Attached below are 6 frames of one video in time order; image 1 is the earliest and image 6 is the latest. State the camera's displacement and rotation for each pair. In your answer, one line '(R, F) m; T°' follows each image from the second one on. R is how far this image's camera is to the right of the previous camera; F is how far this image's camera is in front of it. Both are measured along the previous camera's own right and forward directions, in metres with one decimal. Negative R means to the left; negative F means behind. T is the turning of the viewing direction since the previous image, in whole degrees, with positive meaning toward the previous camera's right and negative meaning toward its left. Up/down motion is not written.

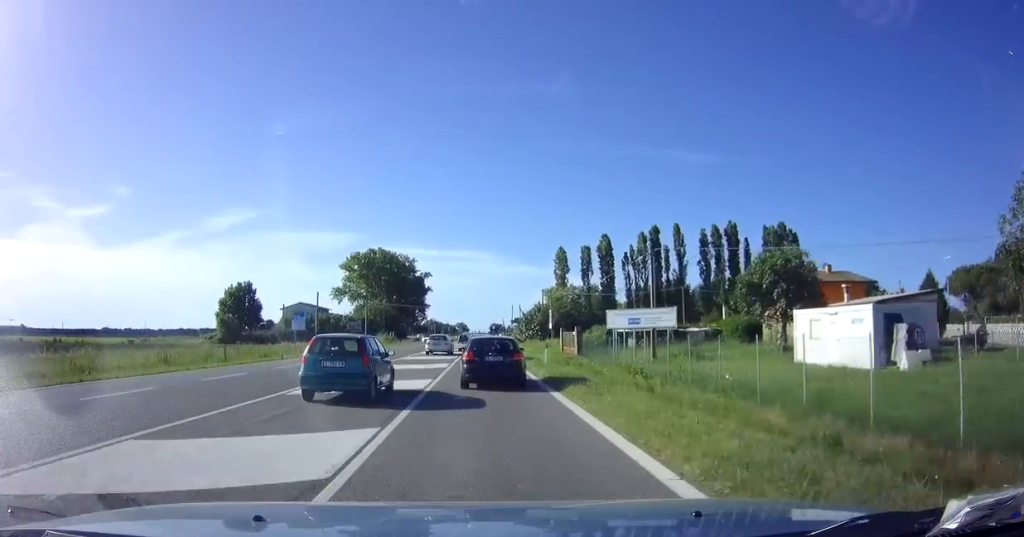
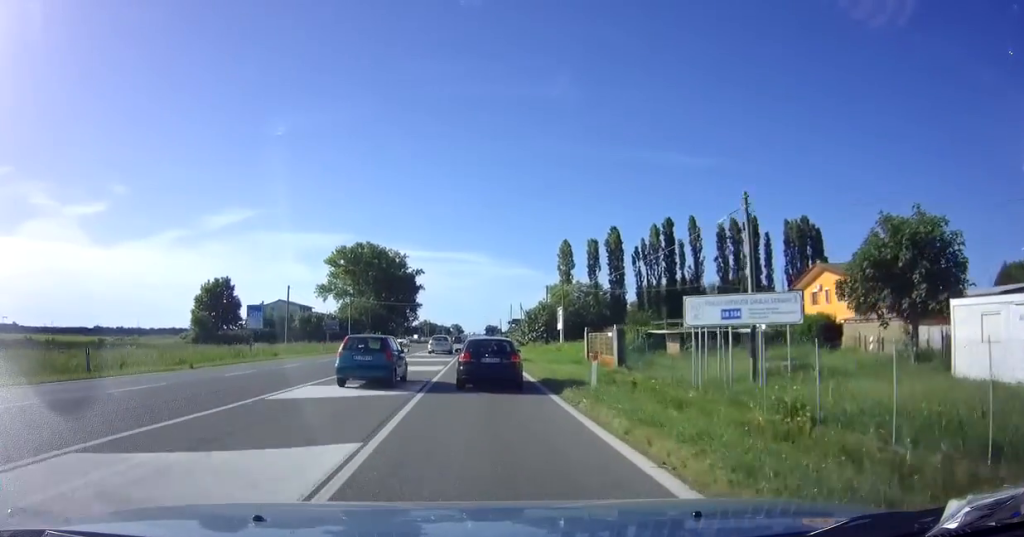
(0.0, +10.5) m; +1°
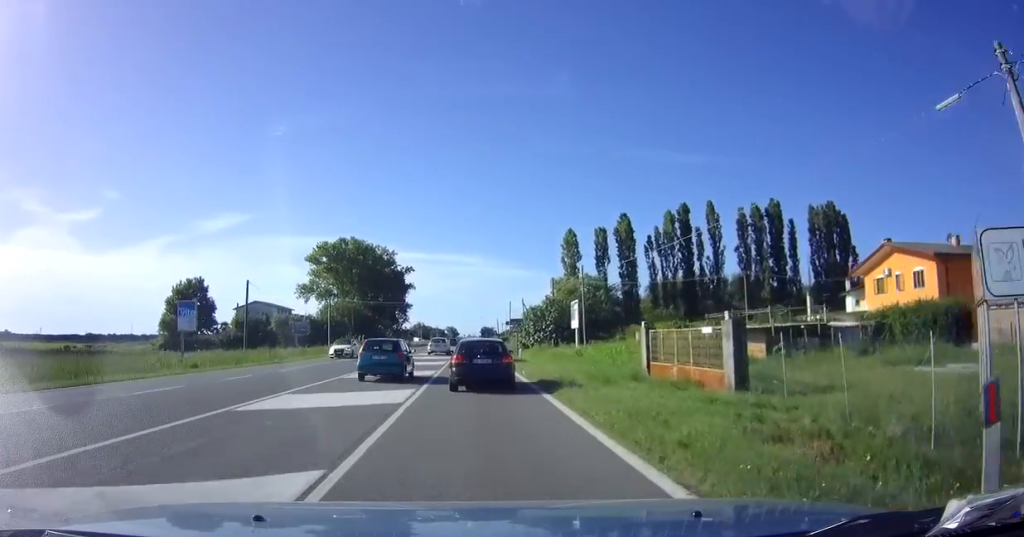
(+0.1, +11.5) m; +1°
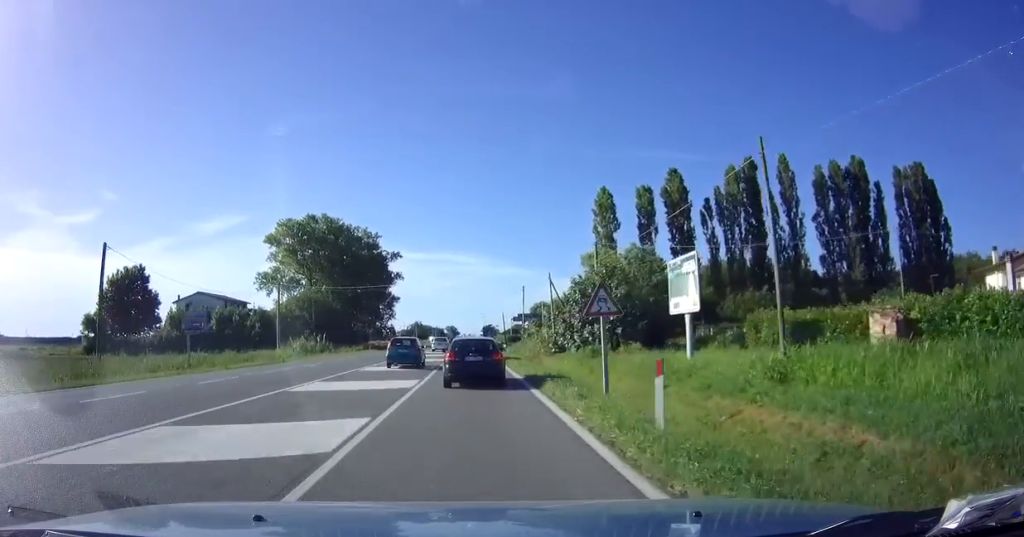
(0.0, +23.7) m; 0°
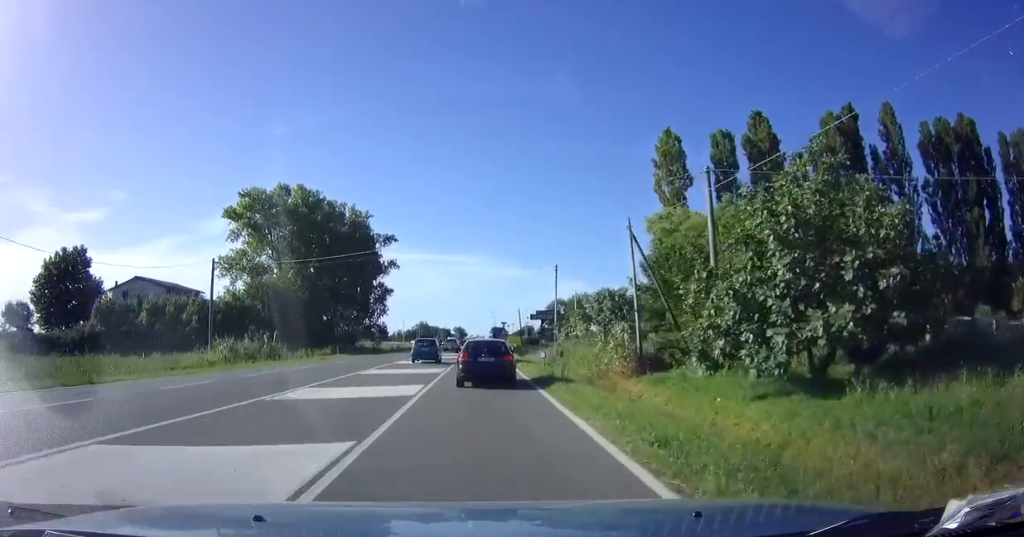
(-0.1, +20.1) m; -1°
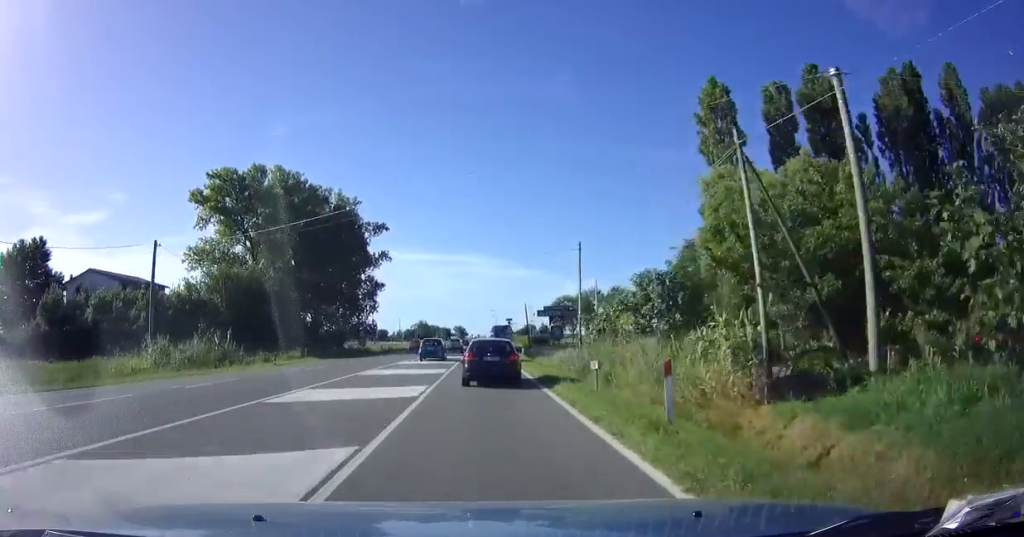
(-0.1, +9.7) m; 0°
